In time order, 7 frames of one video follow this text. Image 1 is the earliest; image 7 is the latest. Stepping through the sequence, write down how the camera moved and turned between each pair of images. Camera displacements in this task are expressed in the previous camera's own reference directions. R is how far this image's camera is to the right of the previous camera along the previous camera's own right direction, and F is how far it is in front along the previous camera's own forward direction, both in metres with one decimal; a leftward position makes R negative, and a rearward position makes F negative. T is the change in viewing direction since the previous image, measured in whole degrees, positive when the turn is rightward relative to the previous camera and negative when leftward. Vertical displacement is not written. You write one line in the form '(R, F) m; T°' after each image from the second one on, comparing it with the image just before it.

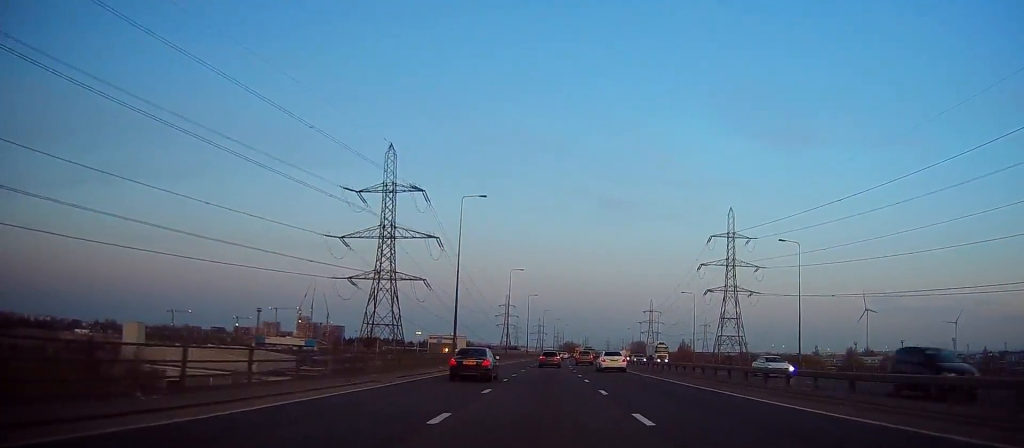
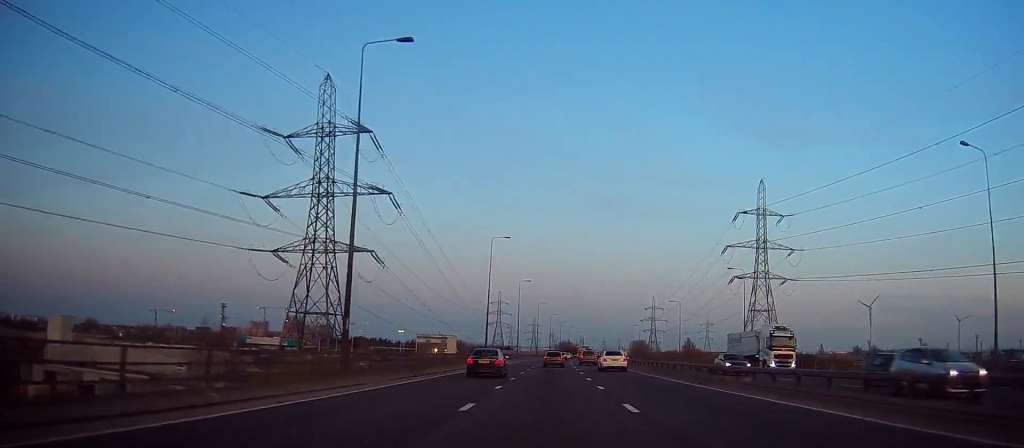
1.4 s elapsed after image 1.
(0.0, +31.7) m; 0°
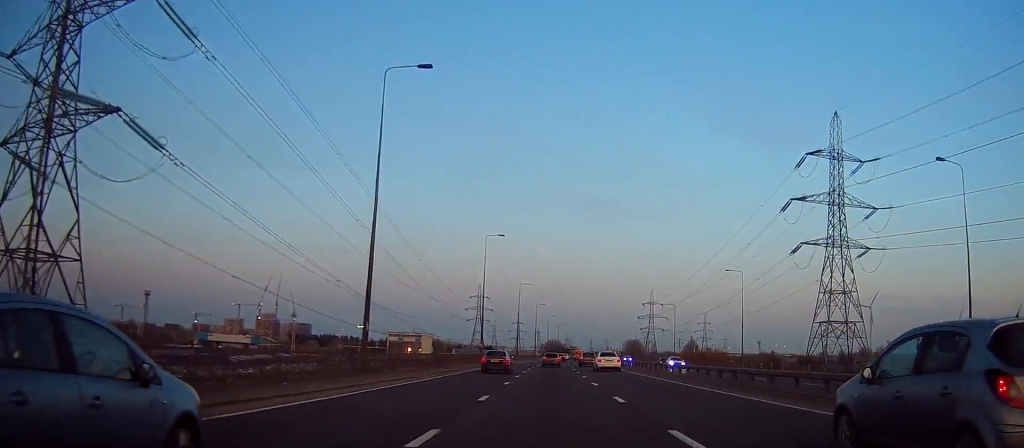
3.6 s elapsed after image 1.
(0.0, +50.0) m; 0°
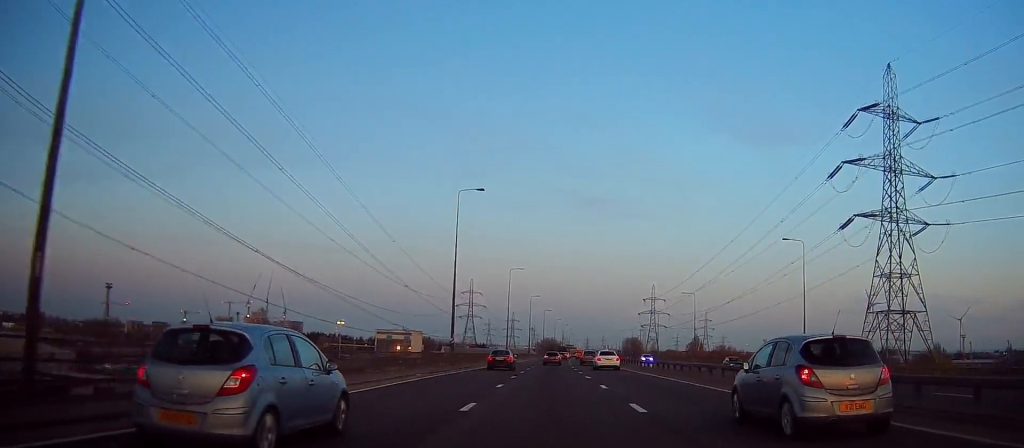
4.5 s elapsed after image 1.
(+0.1, +21.9) m; +1°
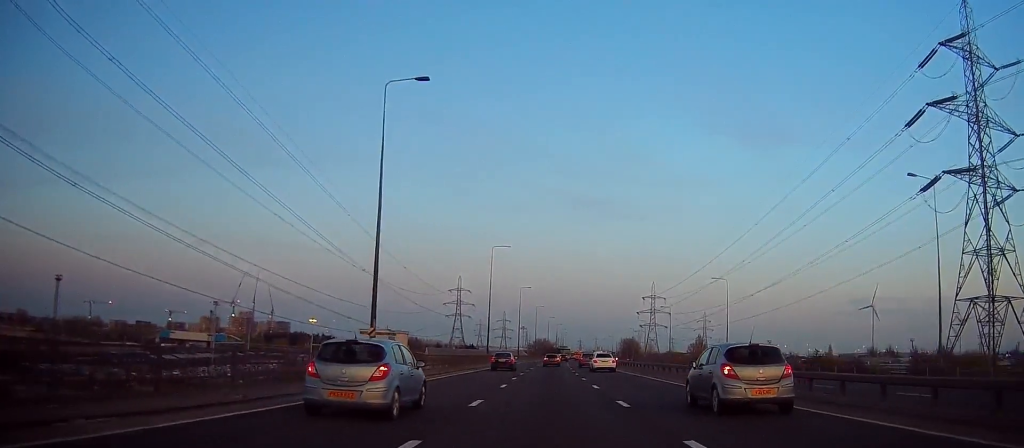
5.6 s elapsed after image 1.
(+0.4, +24.9) m; +1°
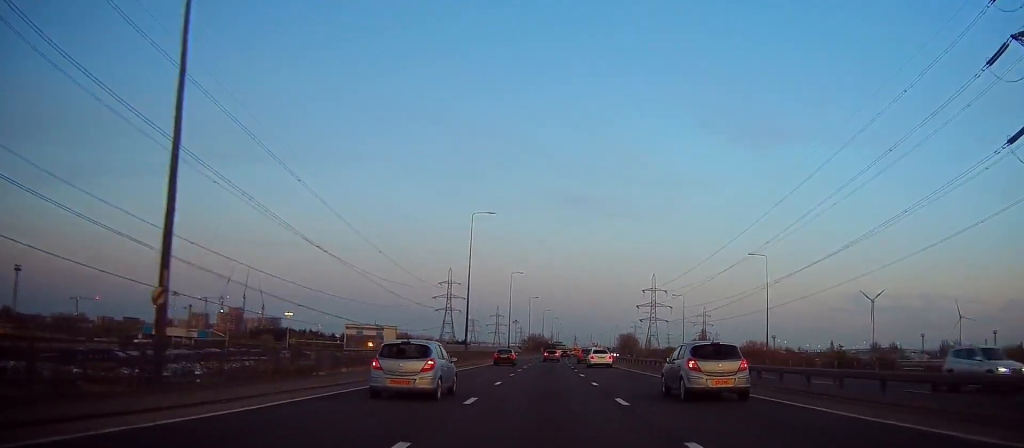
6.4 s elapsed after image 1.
(+0.1, +18.7) m; 0°
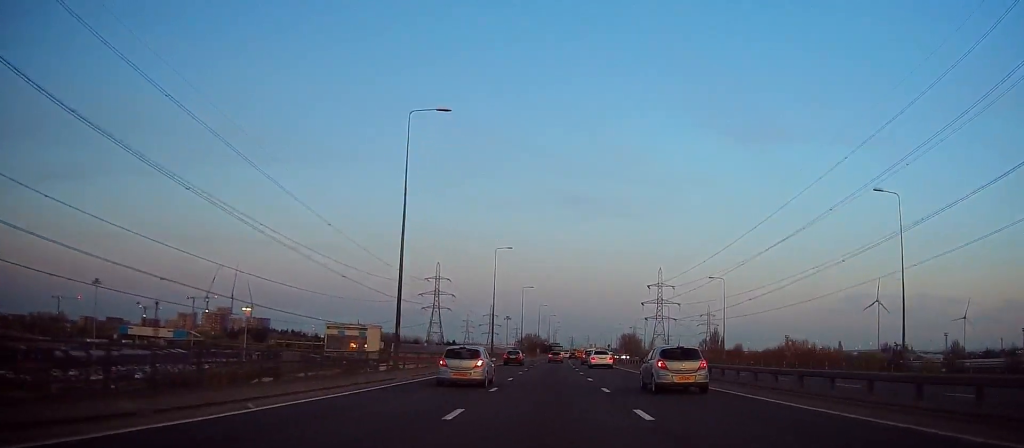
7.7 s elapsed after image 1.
(0.0, +30.4) m; 0°
